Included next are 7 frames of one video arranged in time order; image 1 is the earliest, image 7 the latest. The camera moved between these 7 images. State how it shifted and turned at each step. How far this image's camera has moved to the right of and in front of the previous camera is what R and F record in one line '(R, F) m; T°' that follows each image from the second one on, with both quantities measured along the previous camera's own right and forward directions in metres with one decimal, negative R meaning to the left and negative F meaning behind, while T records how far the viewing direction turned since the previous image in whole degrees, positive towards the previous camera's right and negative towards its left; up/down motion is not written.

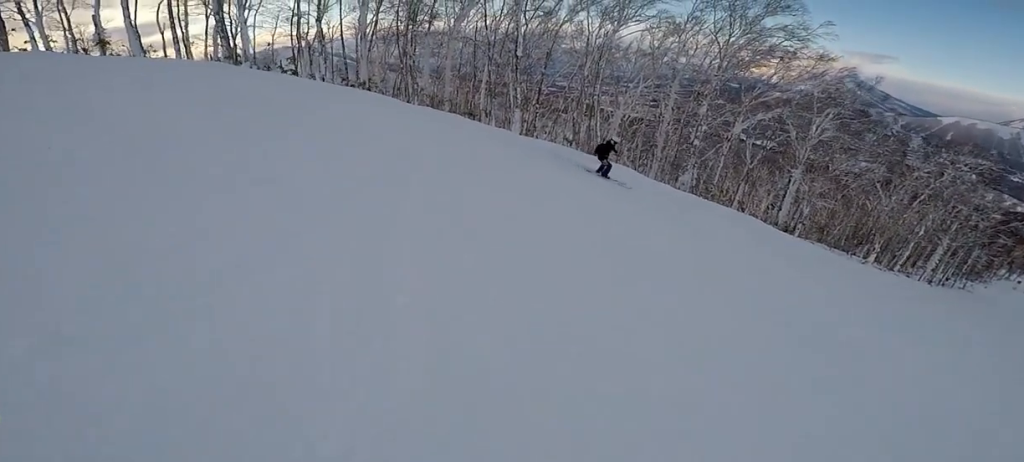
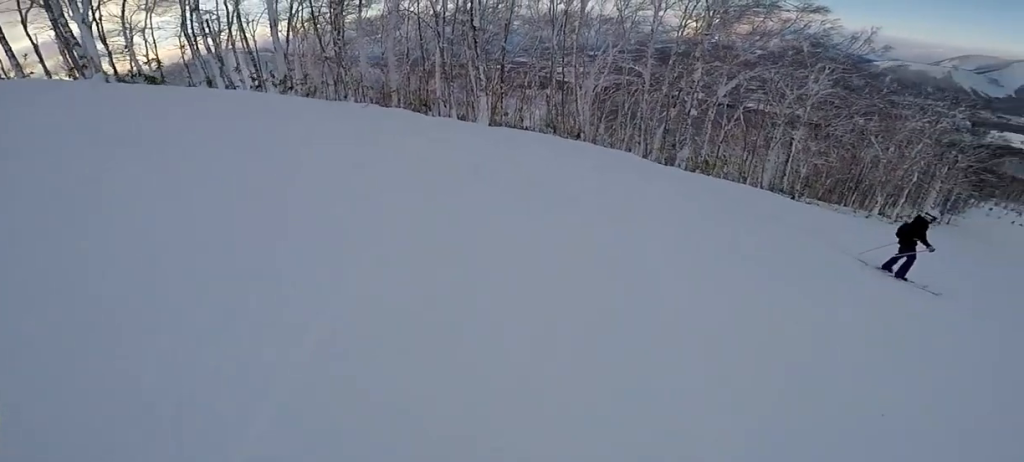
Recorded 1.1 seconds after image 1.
(-0.5, +4.7) m; -15°
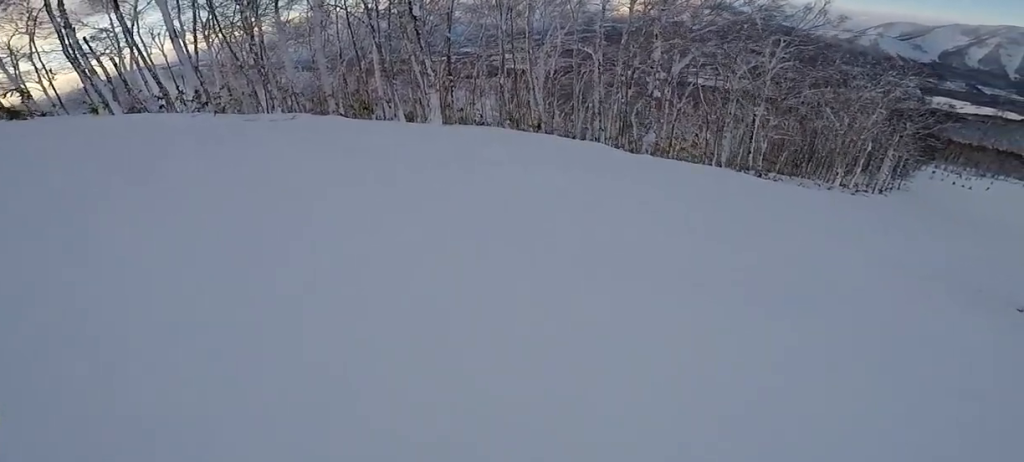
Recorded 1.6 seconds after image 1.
(-0.1, +1.7) m; -7°
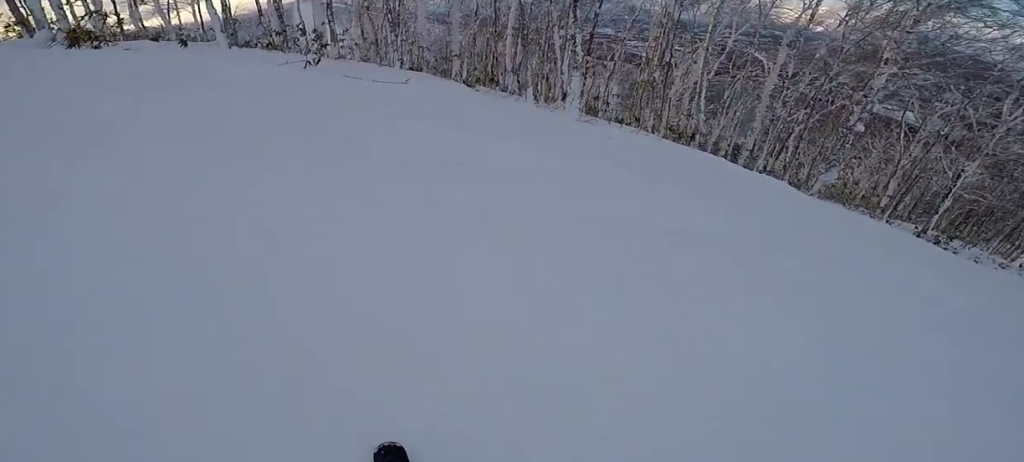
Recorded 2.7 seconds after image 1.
(-0.8, +3.5) m; -15°
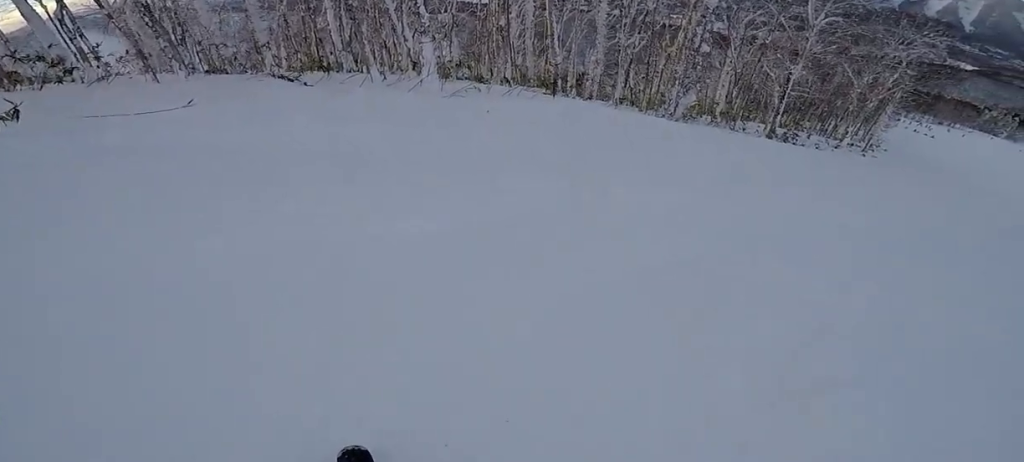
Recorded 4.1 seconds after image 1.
(-0.2, +3.8) m; +16°
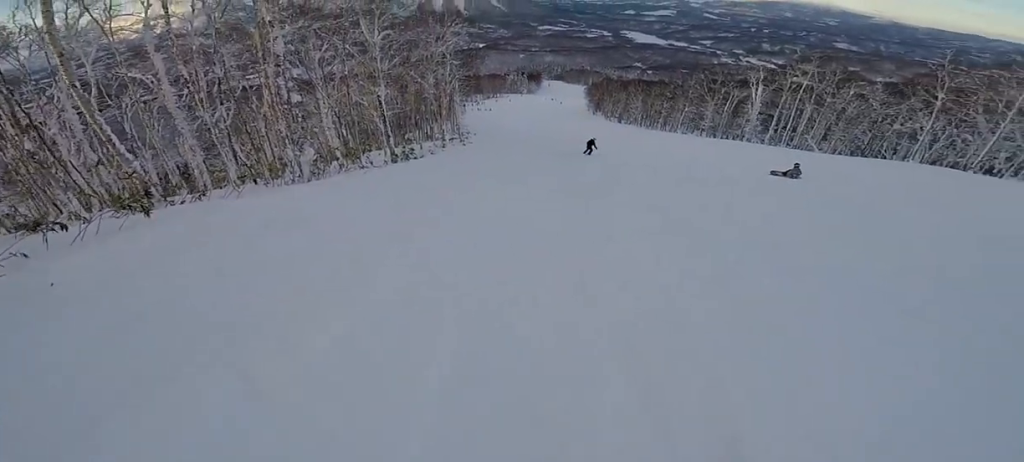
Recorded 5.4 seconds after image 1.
(+1.1, +2.0) m; +71°
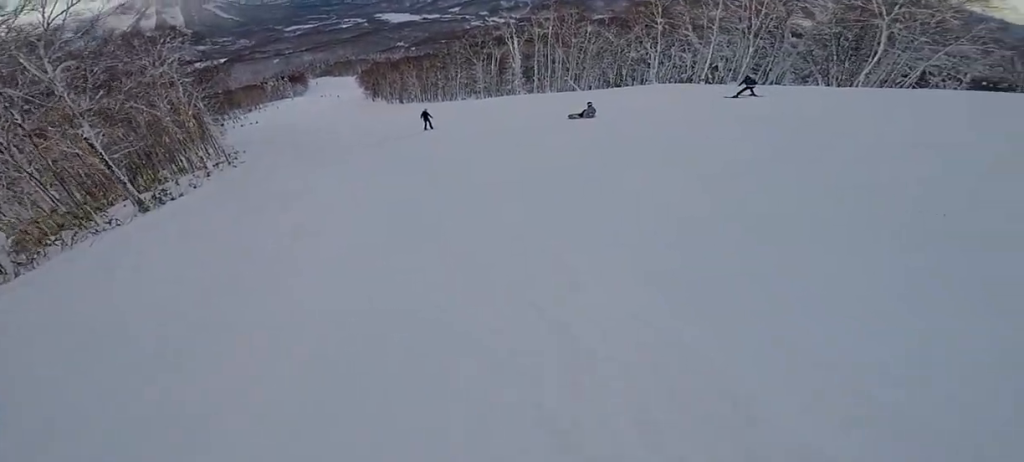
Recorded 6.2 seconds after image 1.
(+0.6, +1.9) m; +23°
